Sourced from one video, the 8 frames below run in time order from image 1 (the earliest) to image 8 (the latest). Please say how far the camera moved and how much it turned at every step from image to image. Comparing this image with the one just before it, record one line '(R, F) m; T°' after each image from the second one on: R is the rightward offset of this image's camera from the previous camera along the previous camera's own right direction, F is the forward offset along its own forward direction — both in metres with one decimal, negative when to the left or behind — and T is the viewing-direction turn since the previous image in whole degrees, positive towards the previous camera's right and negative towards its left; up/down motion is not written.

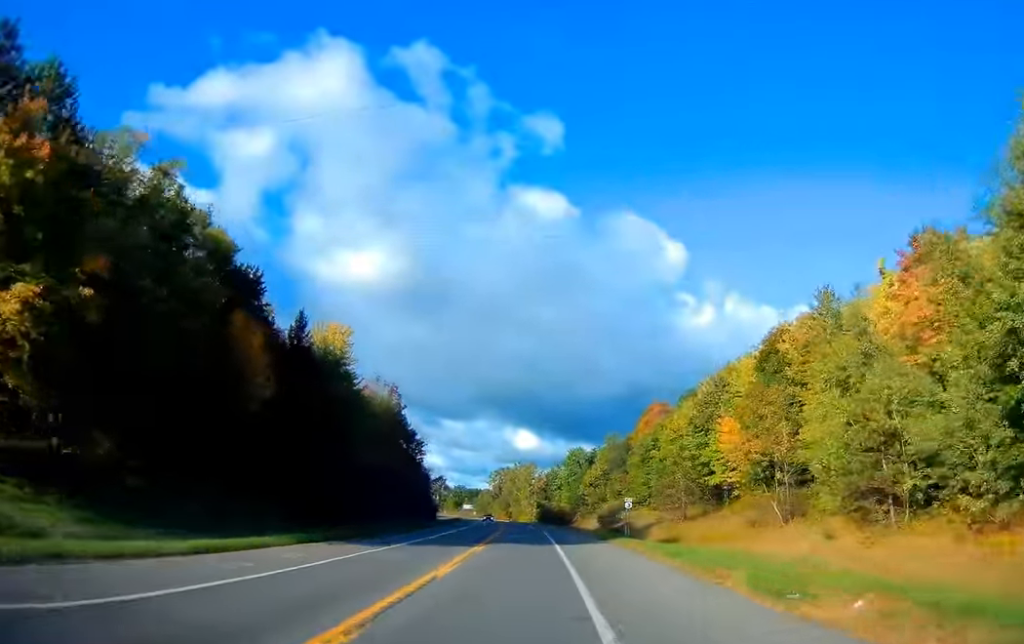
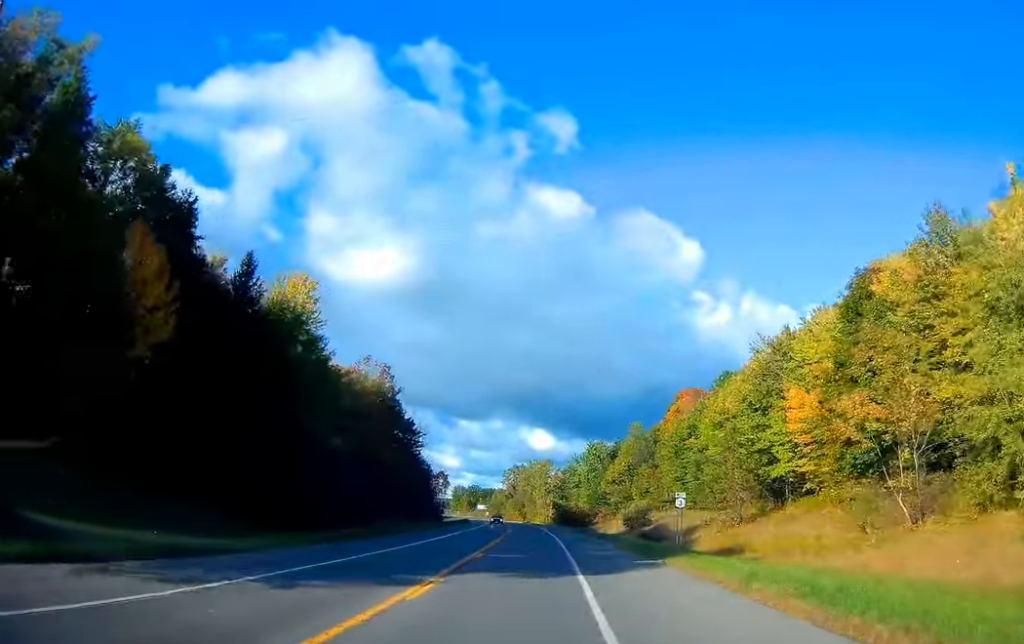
(-0.3, +17.7) m; -1°
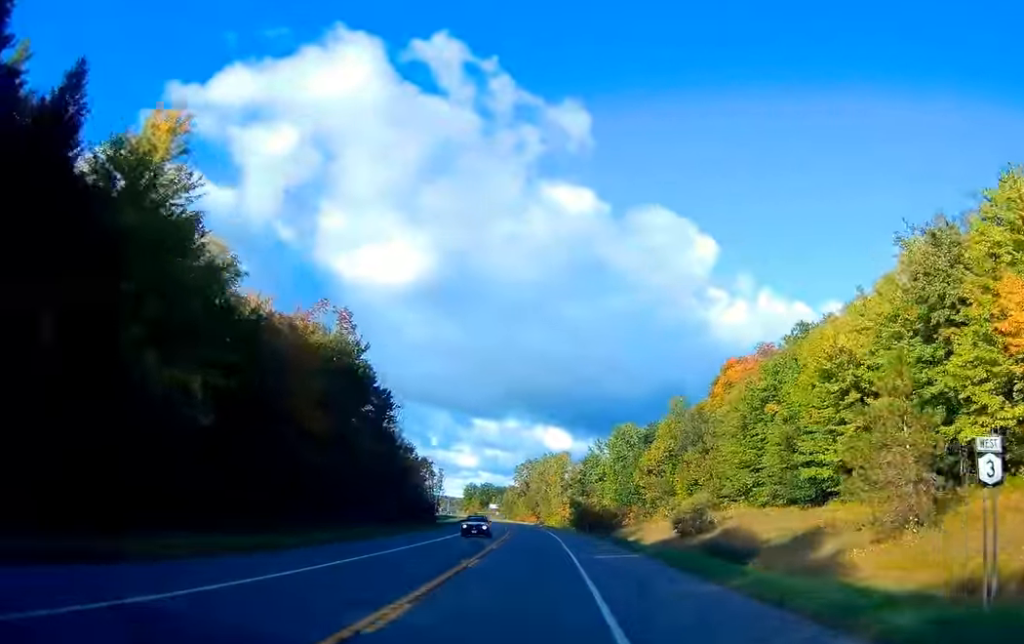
(-0.5, +28.1) m; -1°
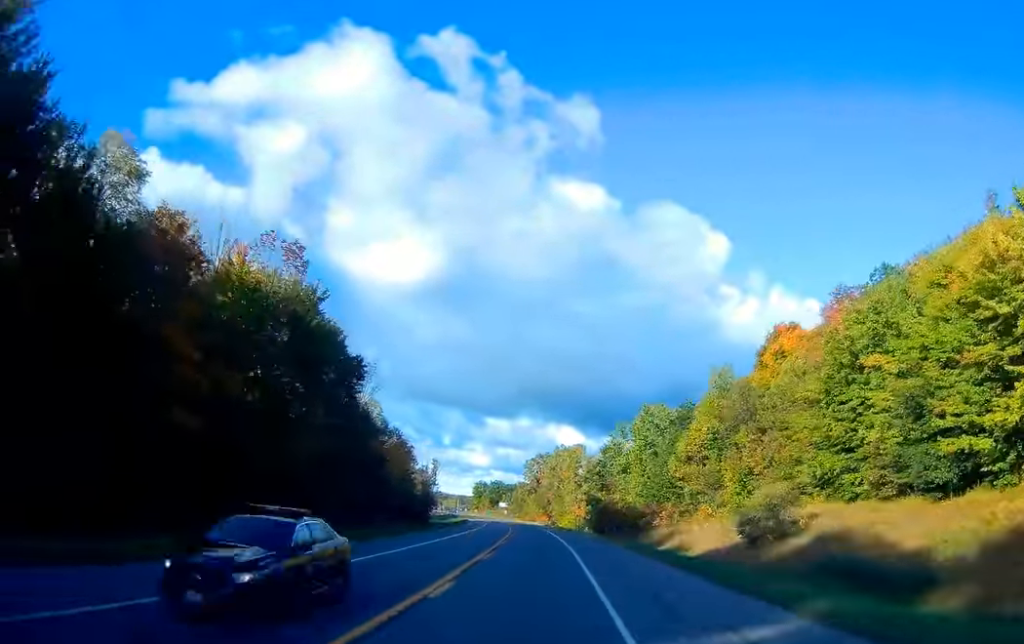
(-0.1, +19.7) m; -1°
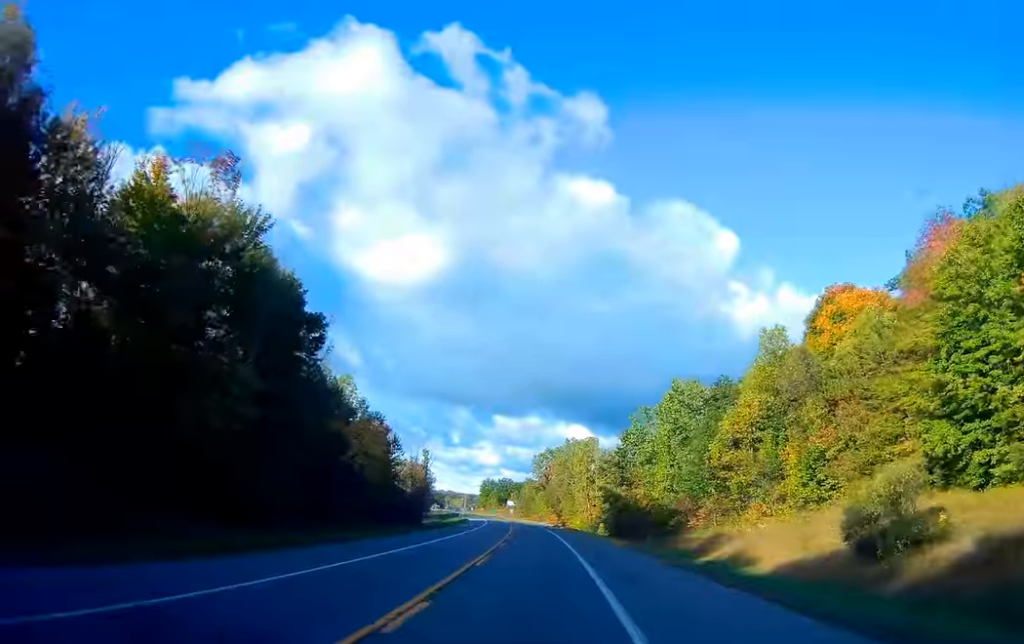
(-0.1, +16.6) m; -1°
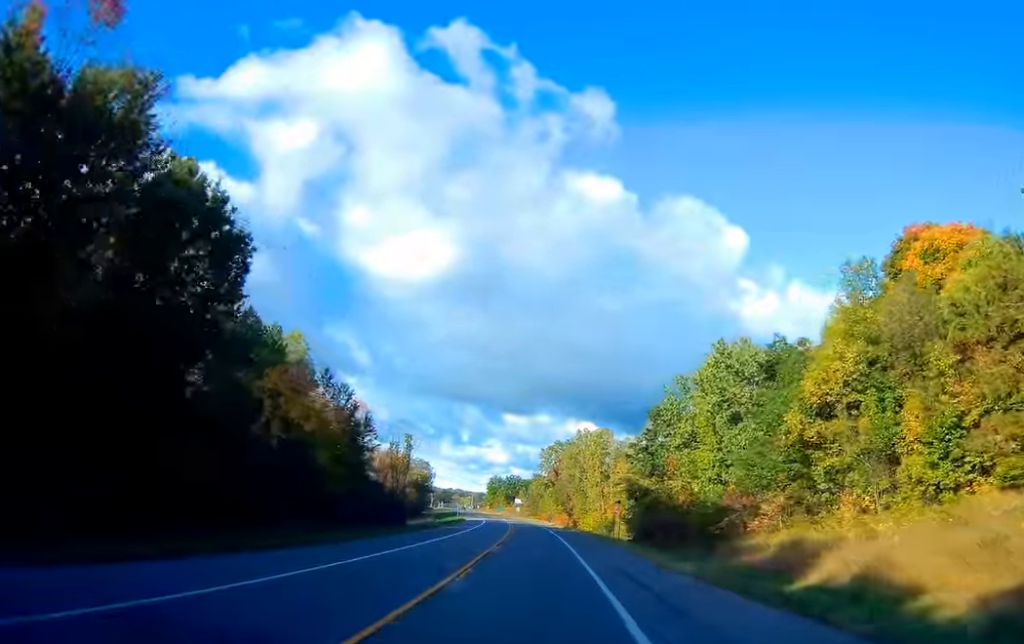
(-0.2, +18.7) m; -2°
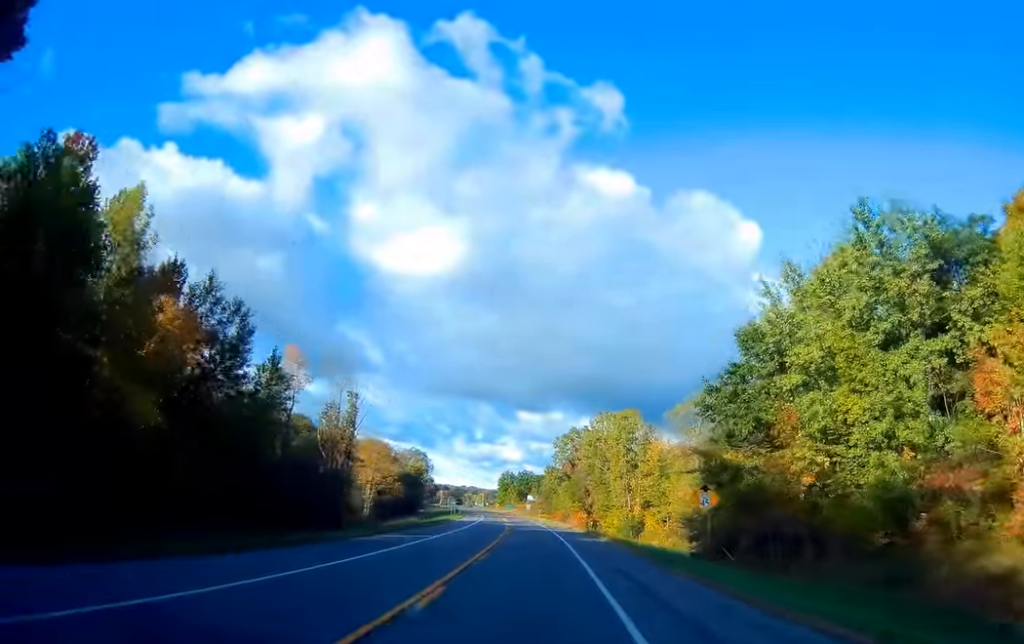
(-0.5, +27.9) m; -1°
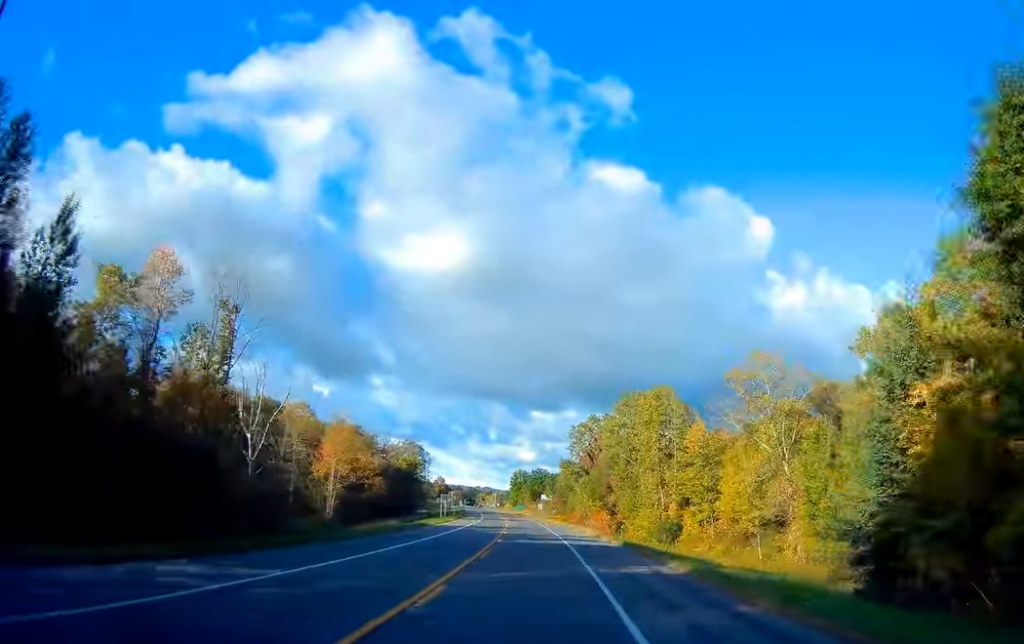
(0.0, +24.4) m; 0°
